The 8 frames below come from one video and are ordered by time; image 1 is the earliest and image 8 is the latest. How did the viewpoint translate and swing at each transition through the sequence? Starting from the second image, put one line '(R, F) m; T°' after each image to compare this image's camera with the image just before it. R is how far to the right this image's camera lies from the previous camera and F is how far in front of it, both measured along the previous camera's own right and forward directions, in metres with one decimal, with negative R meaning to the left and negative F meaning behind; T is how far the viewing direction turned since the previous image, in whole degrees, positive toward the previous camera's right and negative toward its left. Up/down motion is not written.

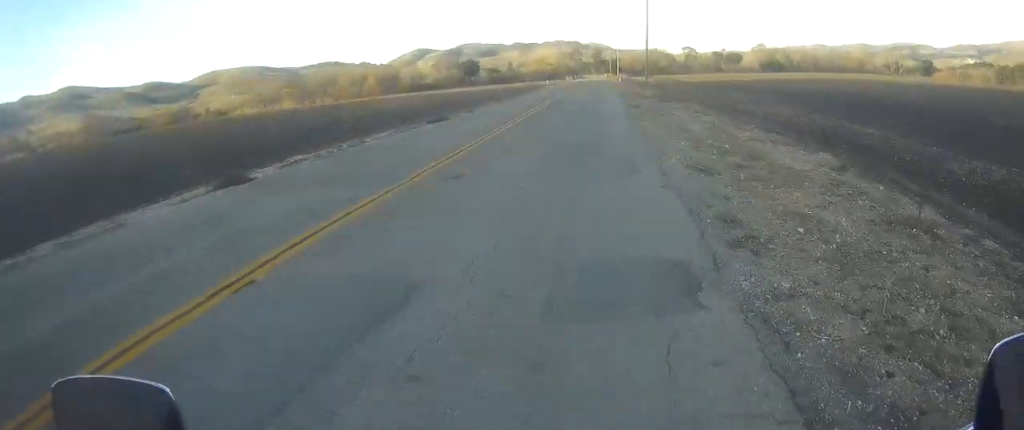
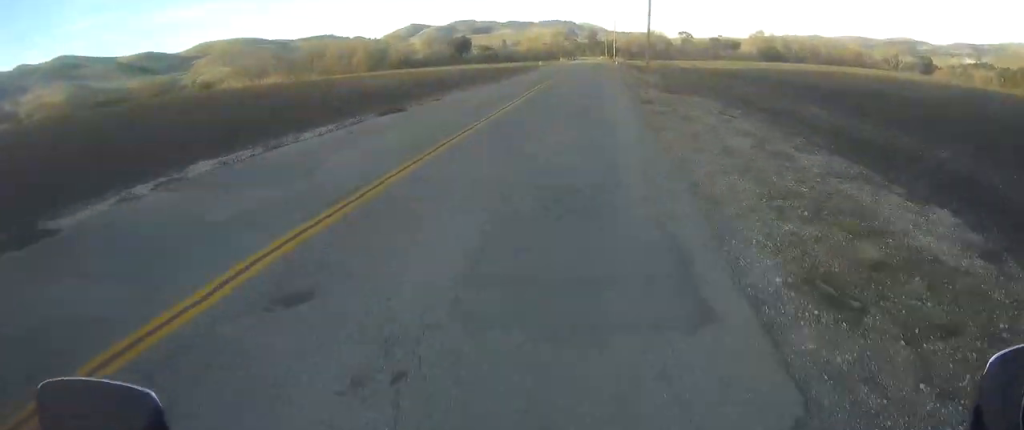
(0.0, +6.4) m; 0°
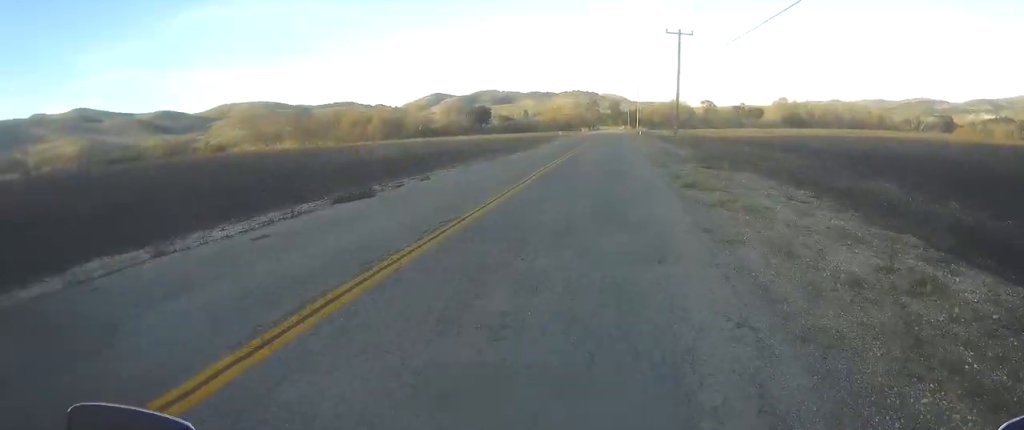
(0.0, +5.9) m; +1°
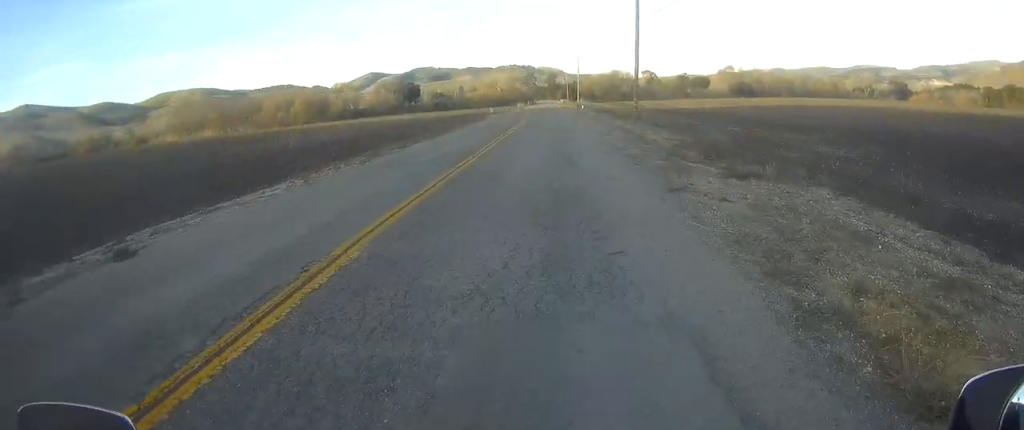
(+0.3, +14.6) m; +3°
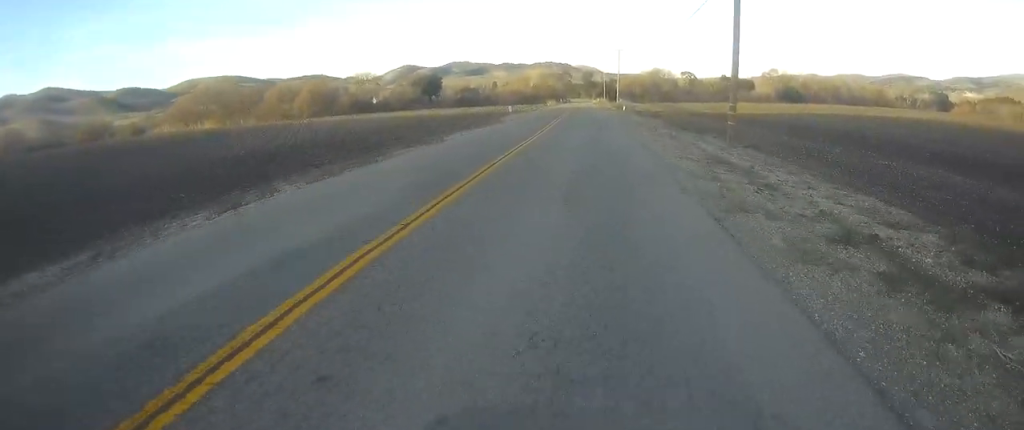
(+0.6, +20.7) m; +2°
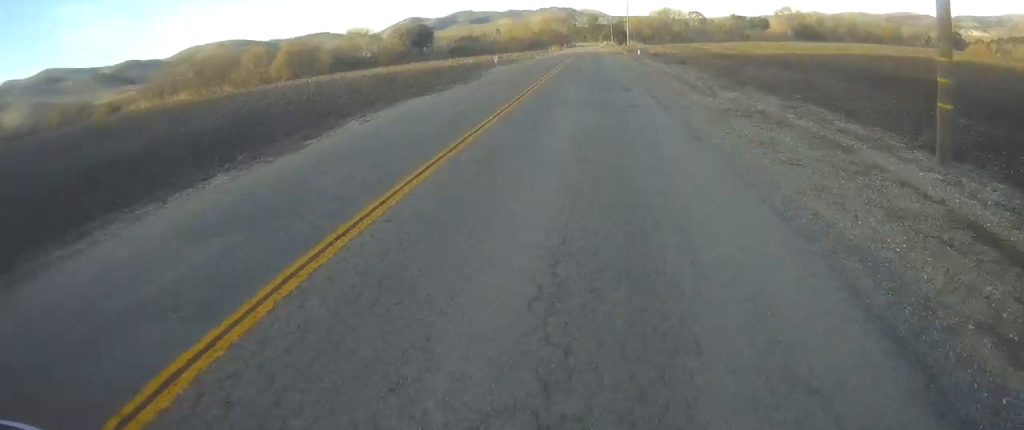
(-0.1, +16.1) m; -1°
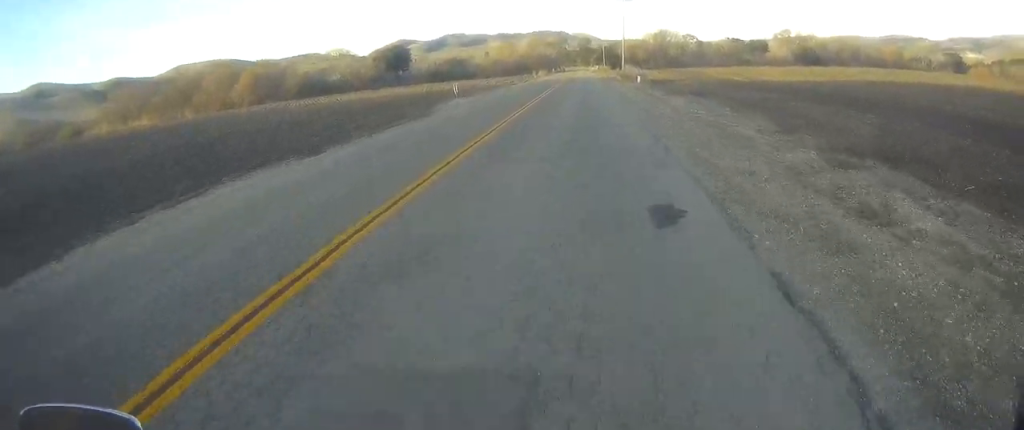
(-0.2, +13.9) m; 0°
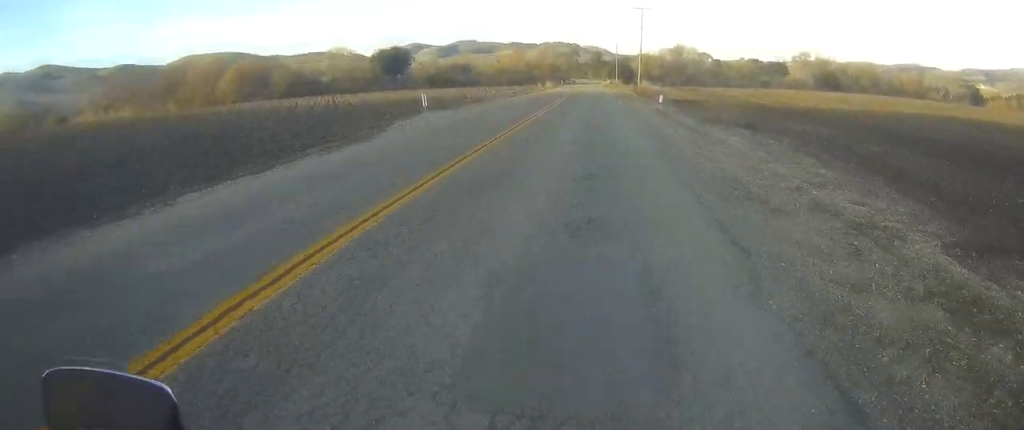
(0.0, +11.3) m; 0°
